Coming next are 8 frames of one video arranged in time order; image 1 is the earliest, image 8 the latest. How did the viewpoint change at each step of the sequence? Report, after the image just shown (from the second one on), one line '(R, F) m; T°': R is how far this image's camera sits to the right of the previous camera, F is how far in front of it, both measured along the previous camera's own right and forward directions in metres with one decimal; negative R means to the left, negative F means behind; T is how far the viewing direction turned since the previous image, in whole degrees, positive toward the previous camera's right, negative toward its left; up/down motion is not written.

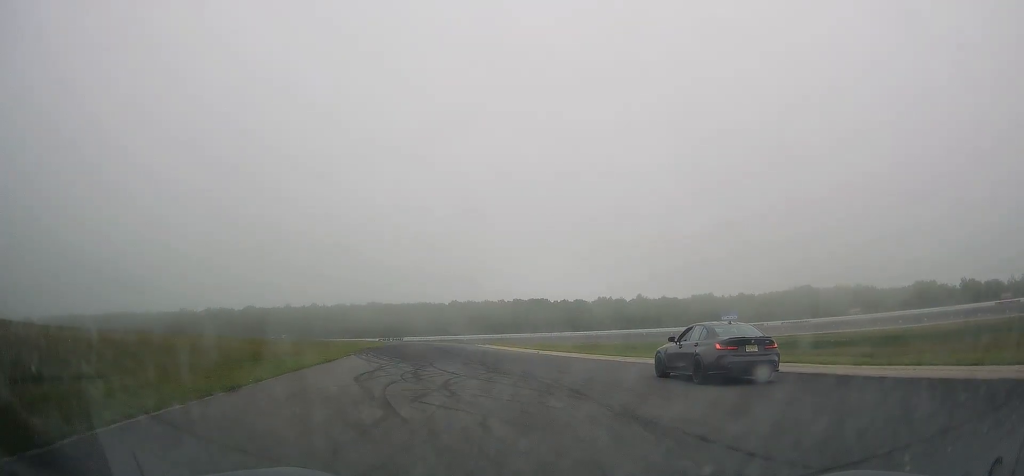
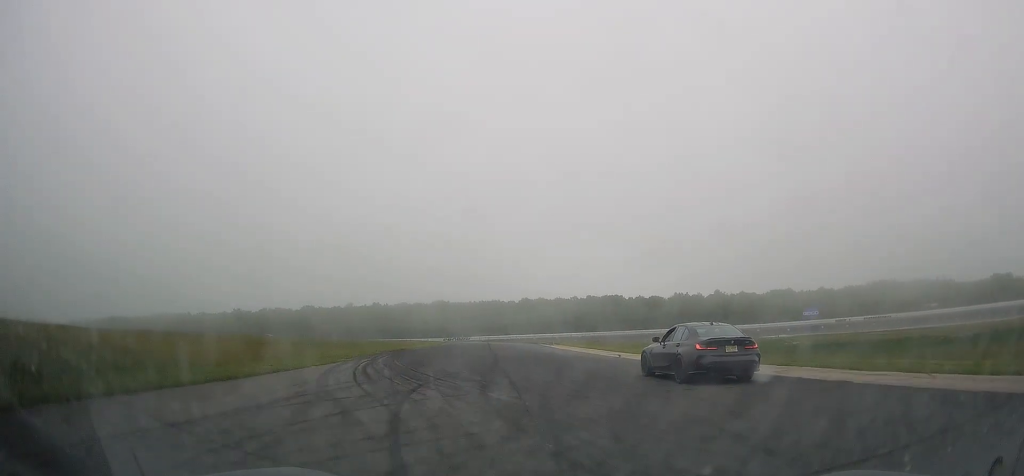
(-1.3, +12.9) m; -7°
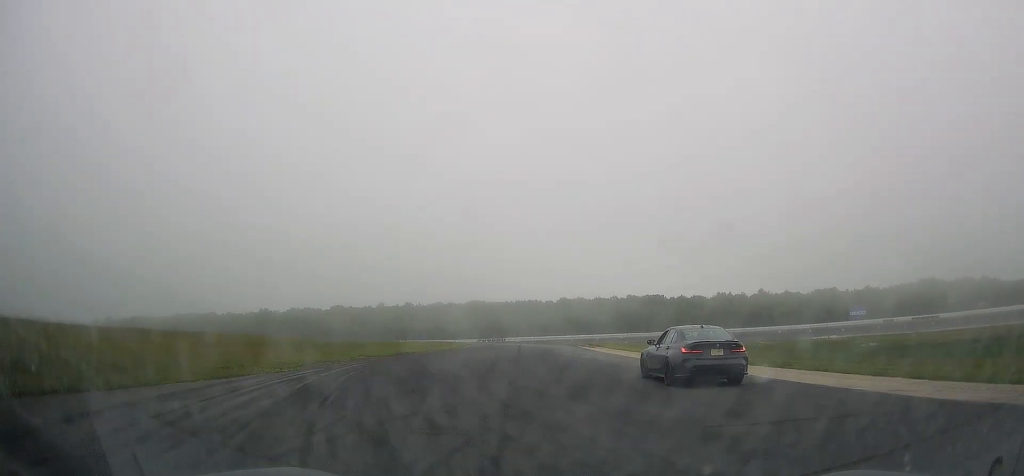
(-0.3, +10.6) m; -1°
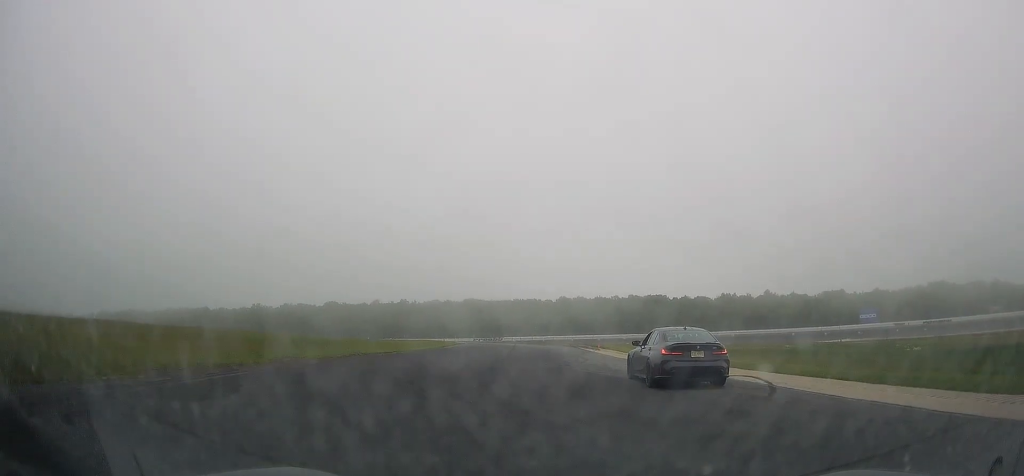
(0.0, +8.4) m; -1°
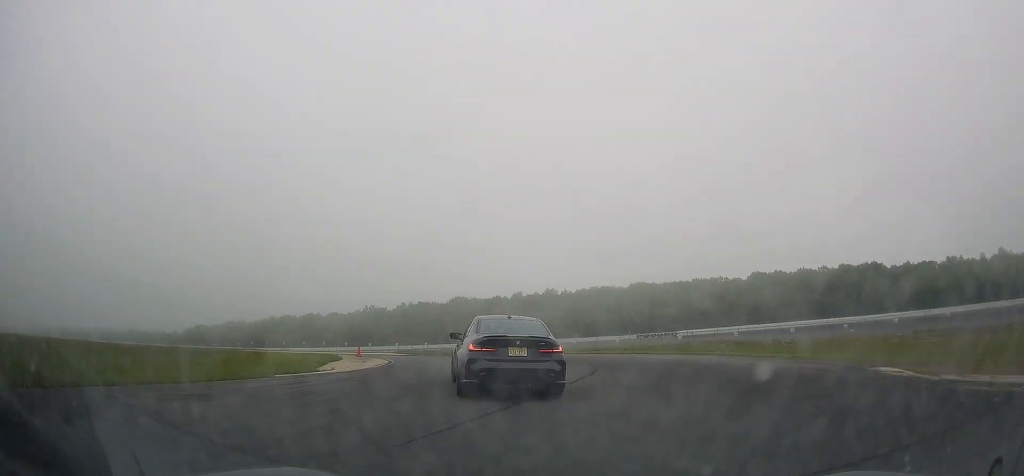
(-4.2, +68.6) m; -21°
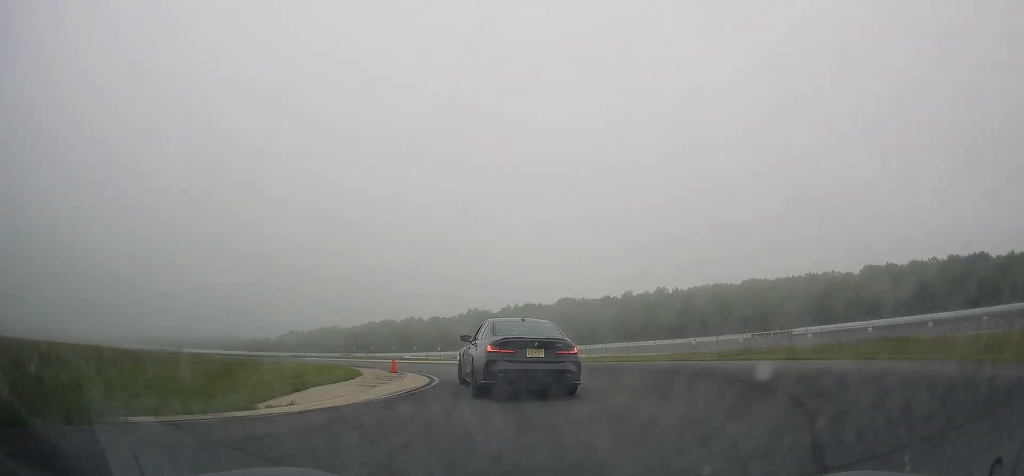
(-0.6, +8.6) m; -12°
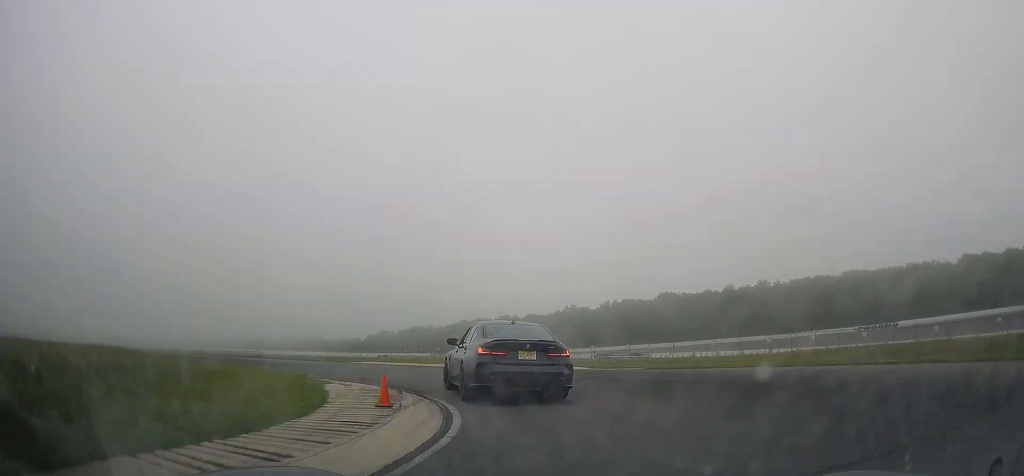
(-1.1, +7.8) m; -12°
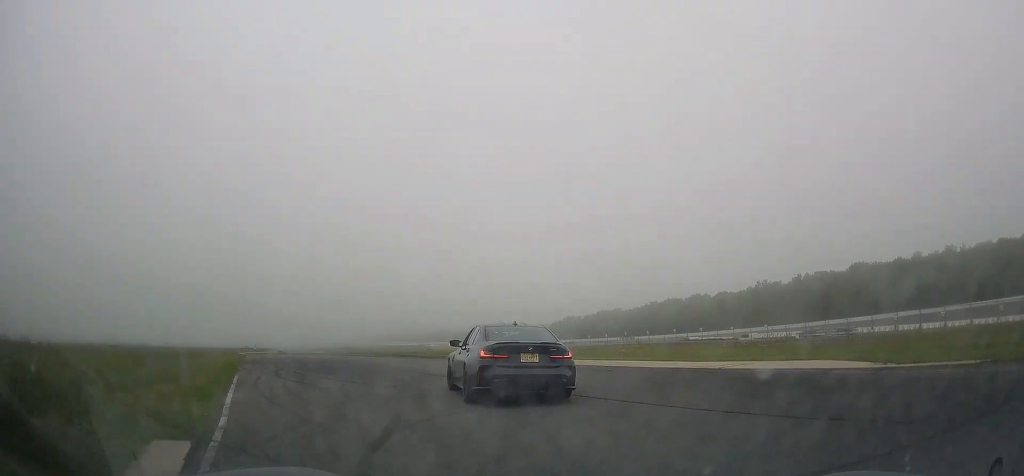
(-2.1, +12.2) m; -18°
